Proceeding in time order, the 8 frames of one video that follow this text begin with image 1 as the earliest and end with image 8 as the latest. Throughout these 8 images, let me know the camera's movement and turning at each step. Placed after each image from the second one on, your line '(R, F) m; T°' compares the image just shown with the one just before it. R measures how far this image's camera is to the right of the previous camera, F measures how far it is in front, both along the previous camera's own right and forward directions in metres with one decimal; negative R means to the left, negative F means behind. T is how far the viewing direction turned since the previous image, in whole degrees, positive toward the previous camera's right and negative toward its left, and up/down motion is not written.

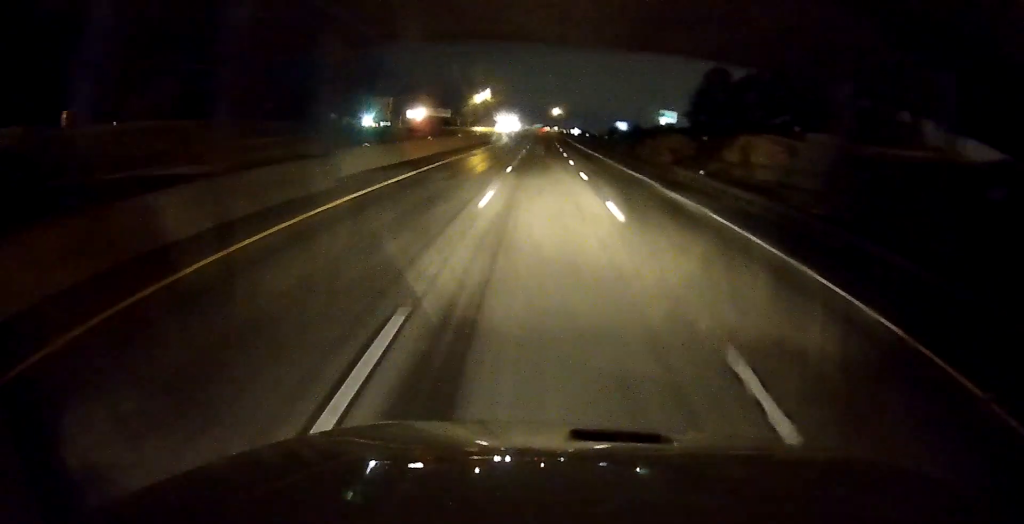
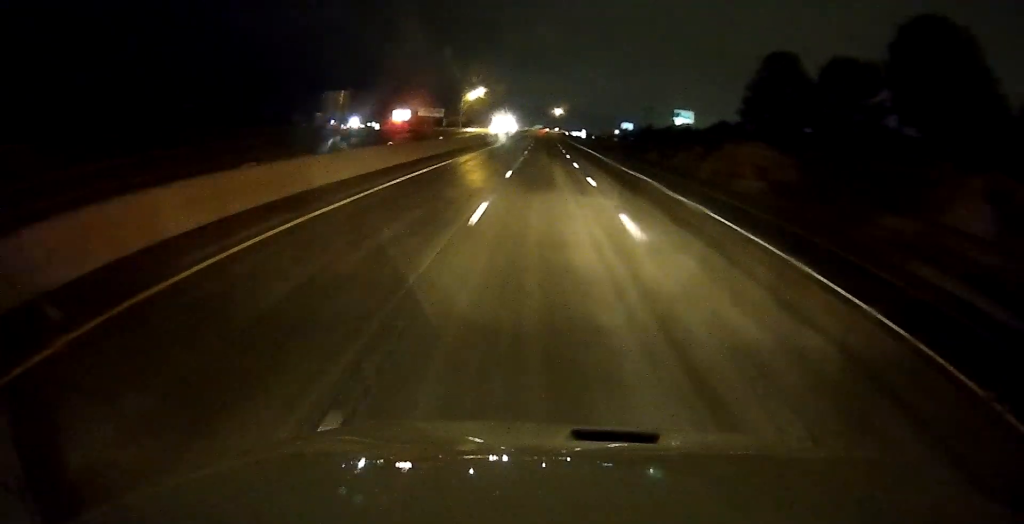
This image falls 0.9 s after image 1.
(-0.3, +26.6) m; 0°
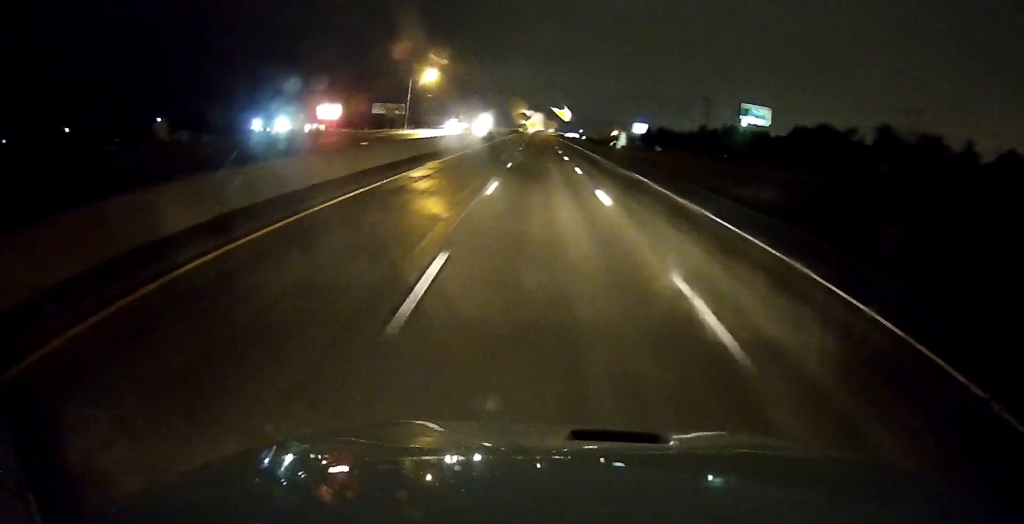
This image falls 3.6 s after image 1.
(-0.2, +79.6) m; 0°
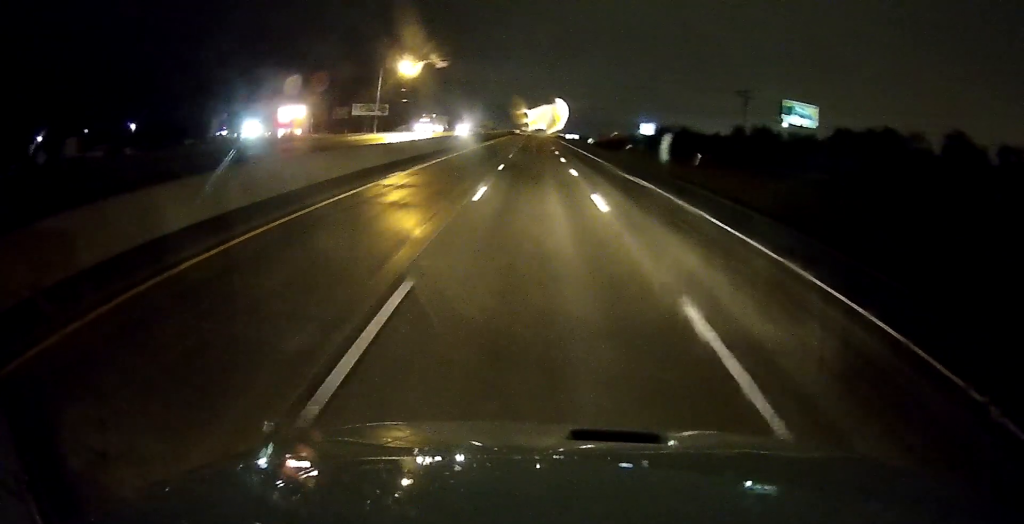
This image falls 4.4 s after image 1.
(+0.4, +26.0) m; +1°
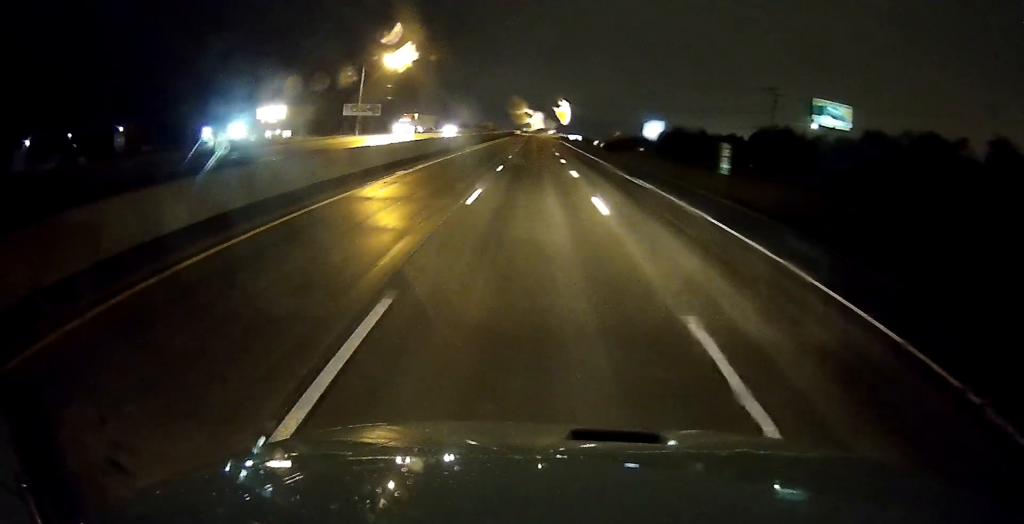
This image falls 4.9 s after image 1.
(+0.1, +13.0) m; -1°
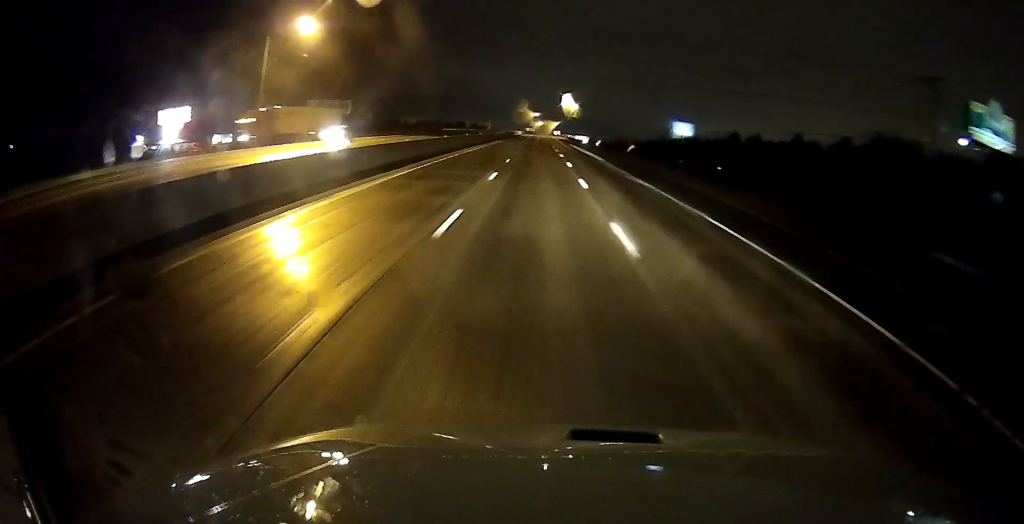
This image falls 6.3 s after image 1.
(-0.8, +41.8) m; 0°
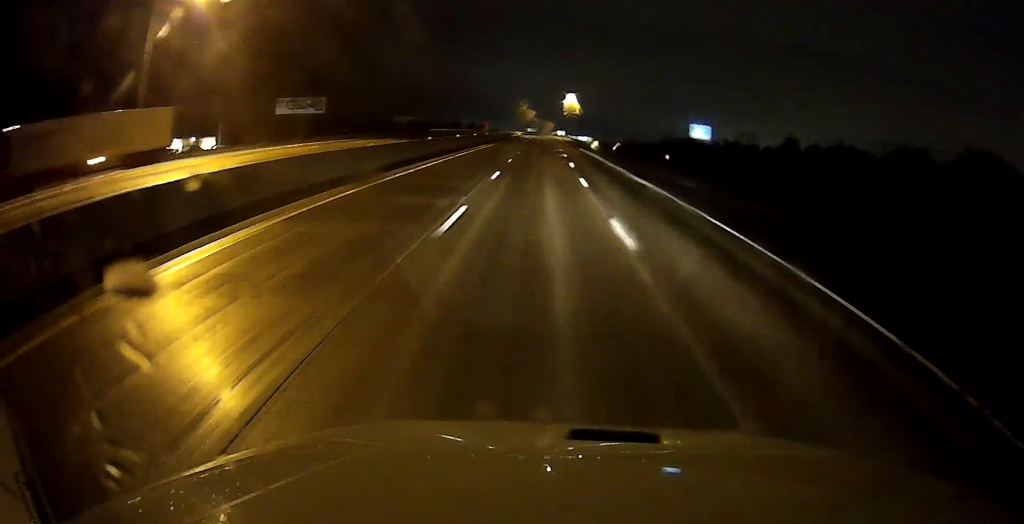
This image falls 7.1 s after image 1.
(+0.6, +23.8) m; +1°
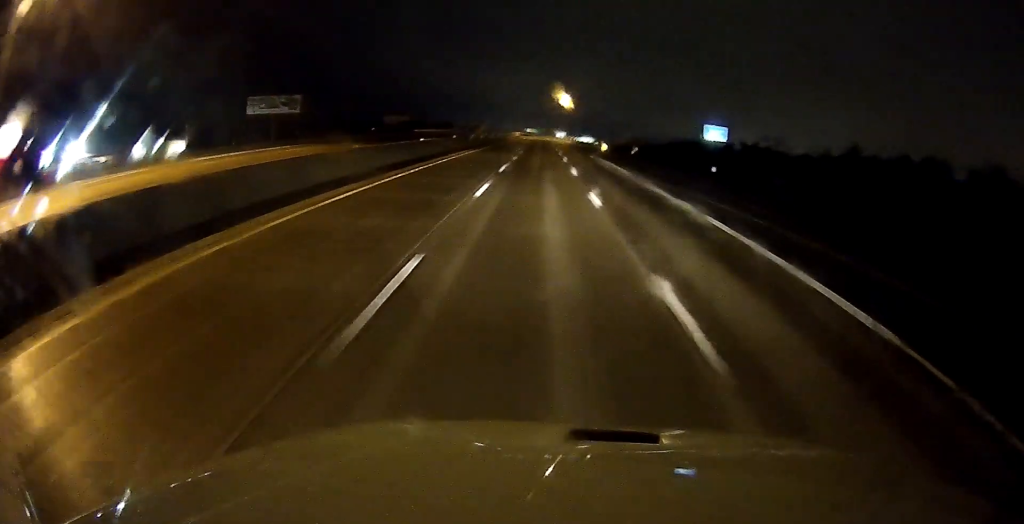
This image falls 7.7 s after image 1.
(+0.1, +17.9) m; 0°
